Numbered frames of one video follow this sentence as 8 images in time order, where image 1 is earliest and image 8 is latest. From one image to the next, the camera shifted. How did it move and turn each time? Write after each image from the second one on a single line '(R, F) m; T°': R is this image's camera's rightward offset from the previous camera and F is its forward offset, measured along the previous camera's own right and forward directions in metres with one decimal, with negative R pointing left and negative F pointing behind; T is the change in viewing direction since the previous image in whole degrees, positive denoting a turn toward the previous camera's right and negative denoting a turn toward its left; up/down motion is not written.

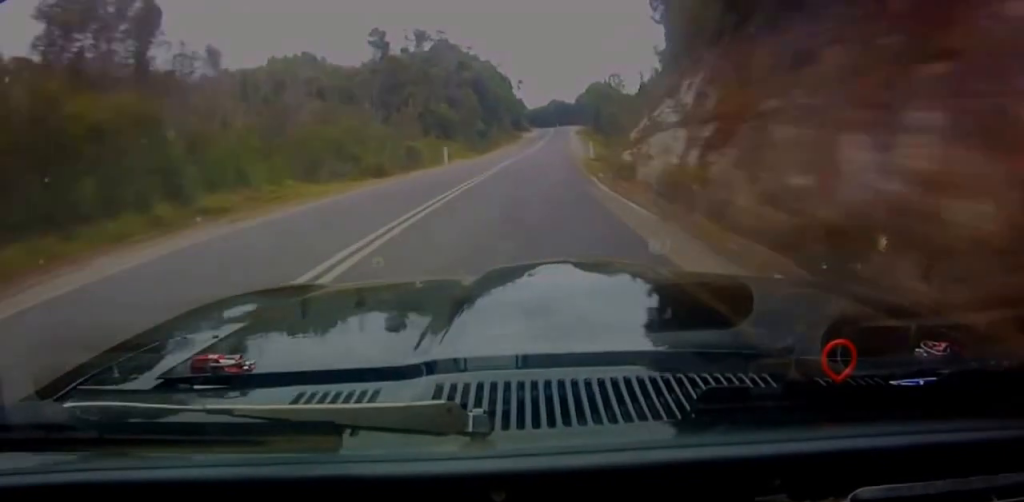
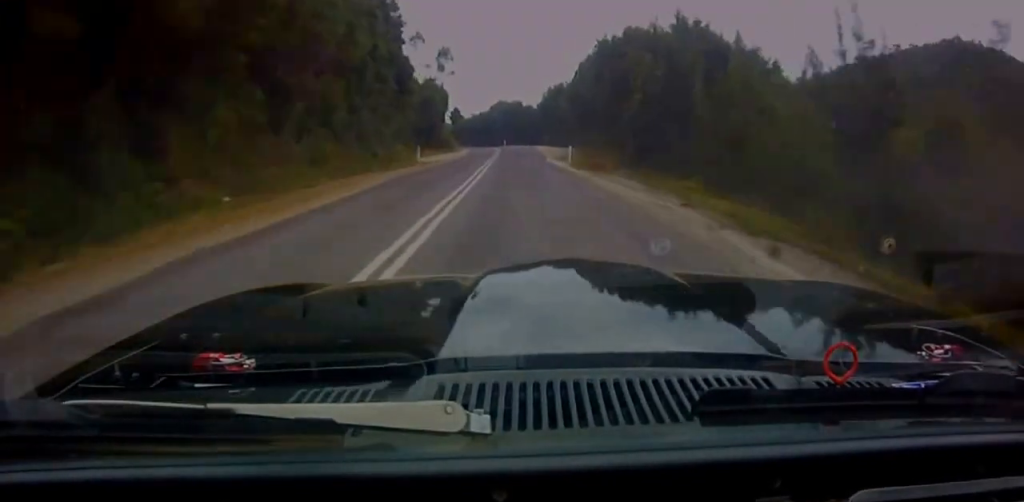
(+0.8, +76.1) m; -2°
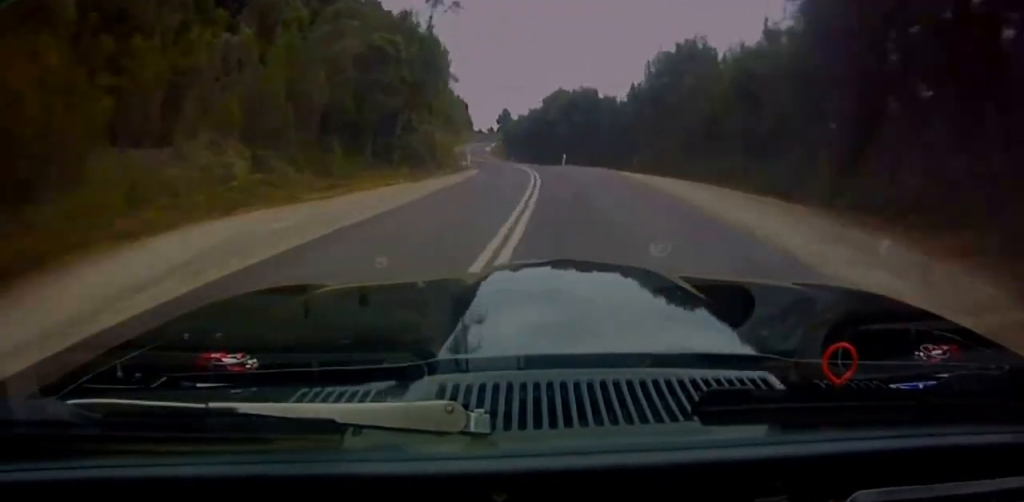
(-1.7, +46.6) m; -4°
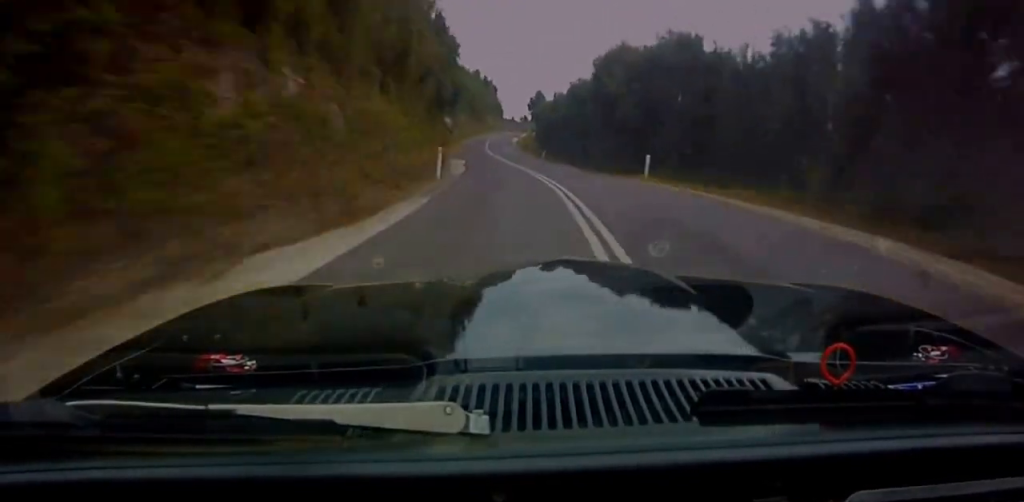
(-0.6, +27.5) m; -1°
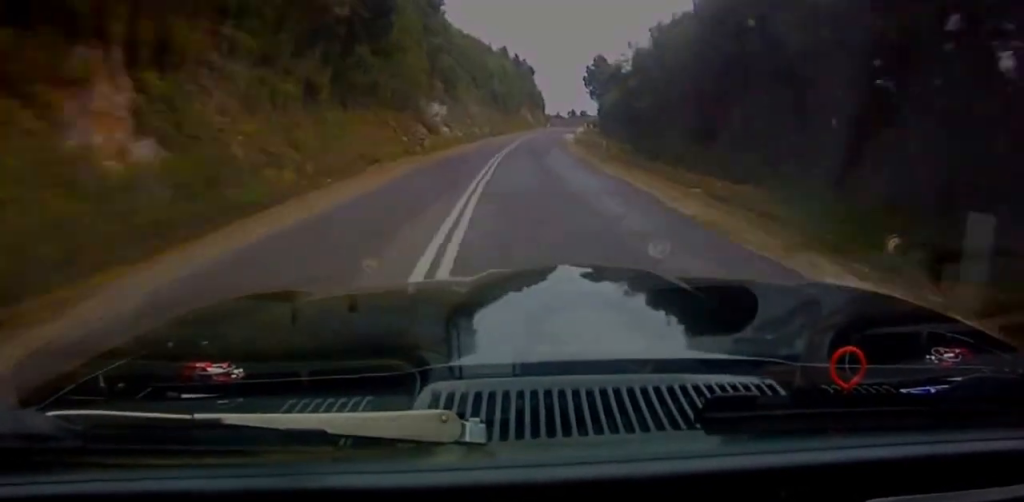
(-0.9, +49.4) m; +1°
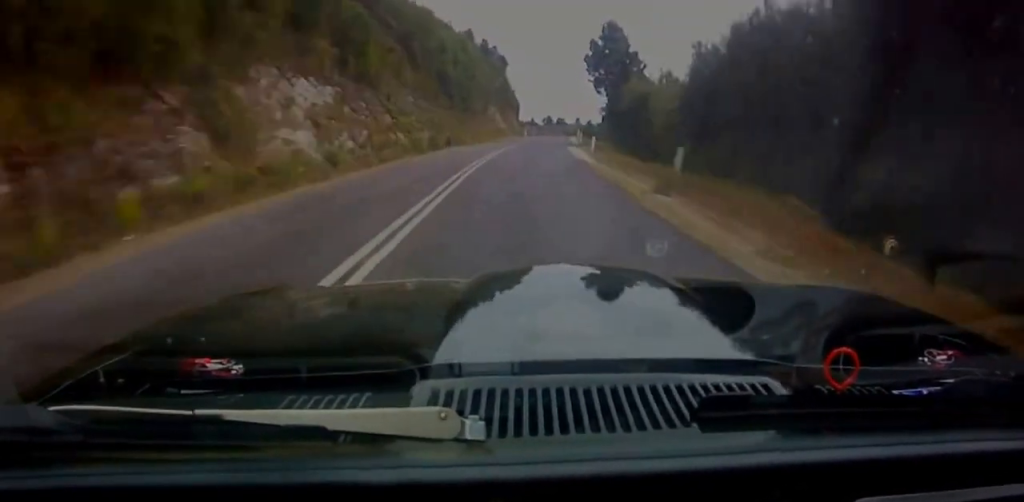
(+0.5, +29.1) m; +2°
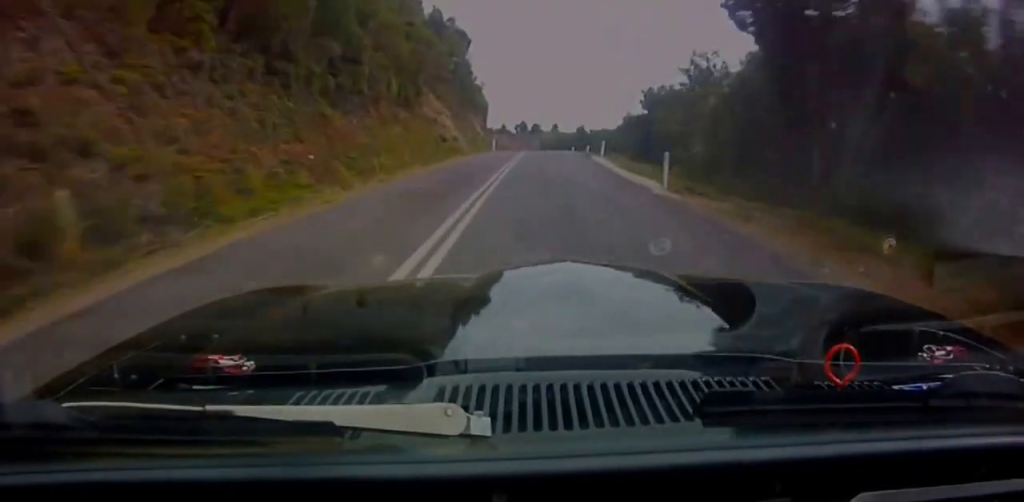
(+0.9, +37.6) m; +1°
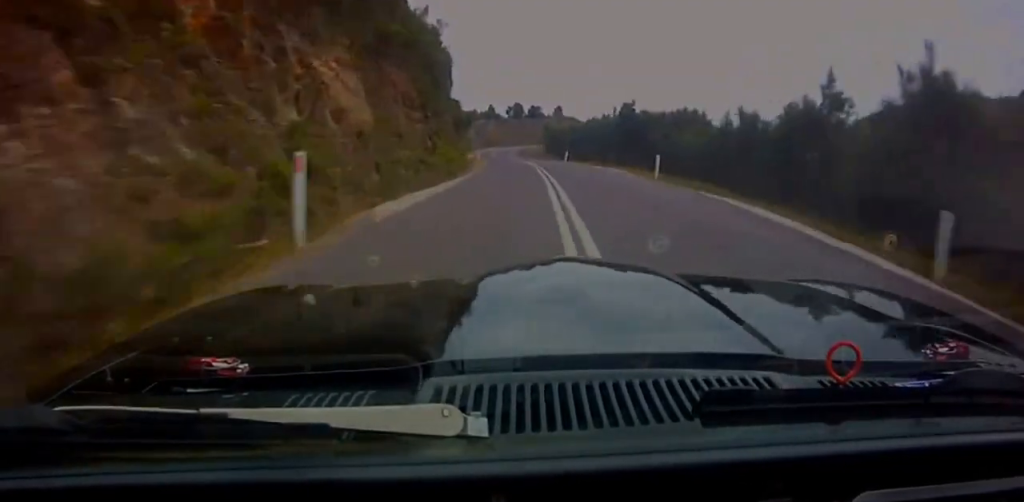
(-0.5, +44.3) m; -1°
